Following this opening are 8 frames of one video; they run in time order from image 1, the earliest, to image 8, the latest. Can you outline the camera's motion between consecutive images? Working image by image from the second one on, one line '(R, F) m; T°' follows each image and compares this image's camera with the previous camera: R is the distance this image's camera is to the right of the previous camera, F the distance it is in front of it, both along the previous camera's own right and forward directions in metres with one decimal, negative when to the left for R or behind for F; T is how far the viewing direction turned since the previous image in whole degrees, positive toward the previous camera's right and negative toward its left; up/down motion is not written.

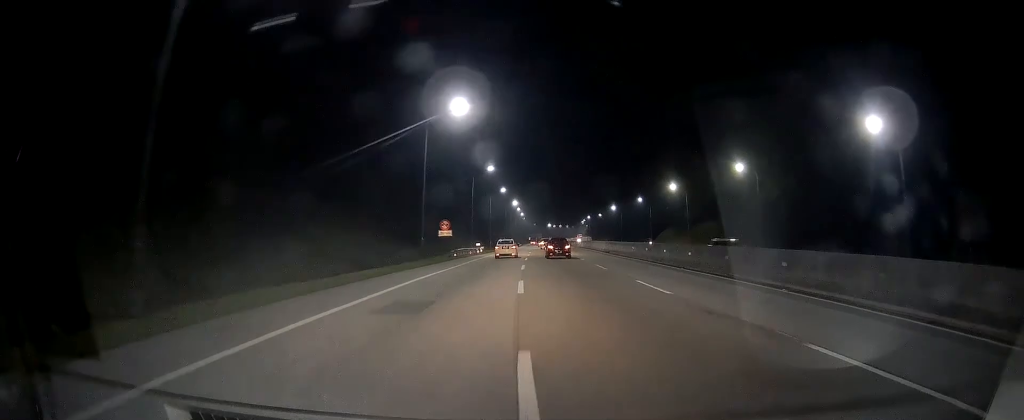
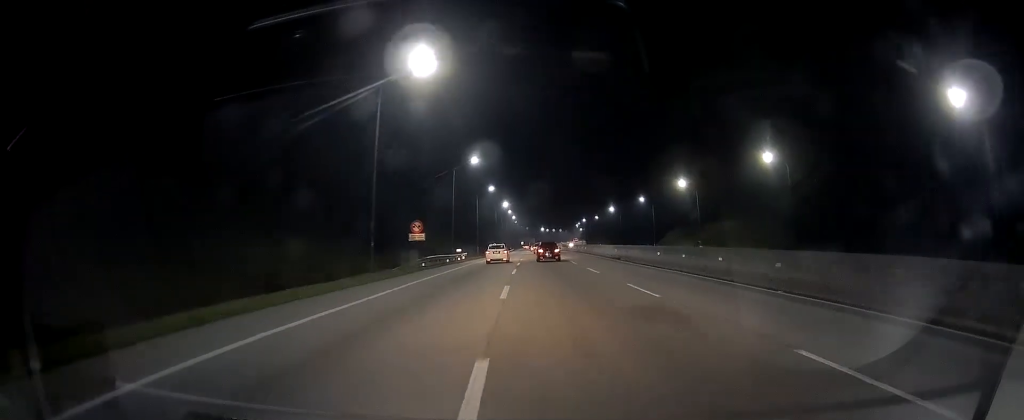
(+0.5, +12.5) m; +2°
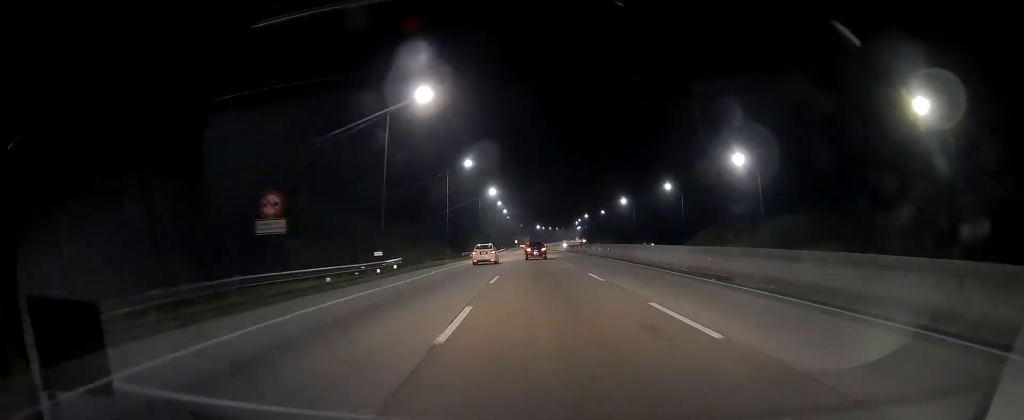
(+0.6, +30.6) m; +1°
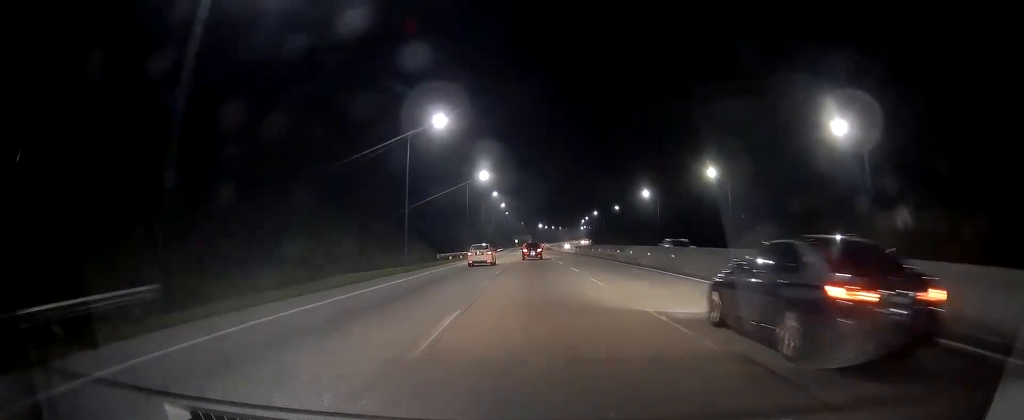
(+0.1, +24.9) m; 0°
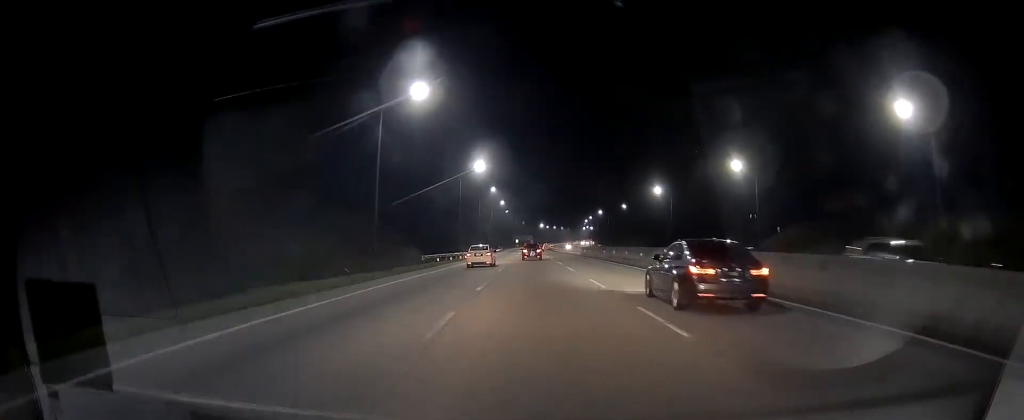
(+0.1, +9.6) m; -1°
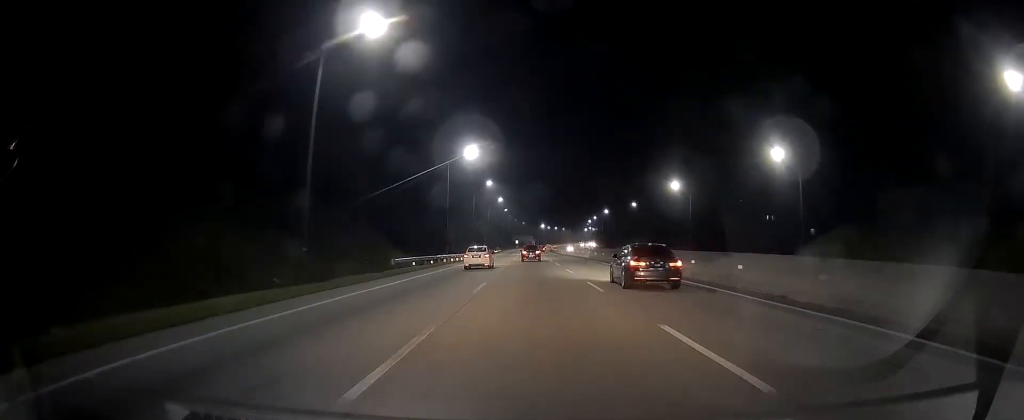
(-0.1, +12.4) m; -1°
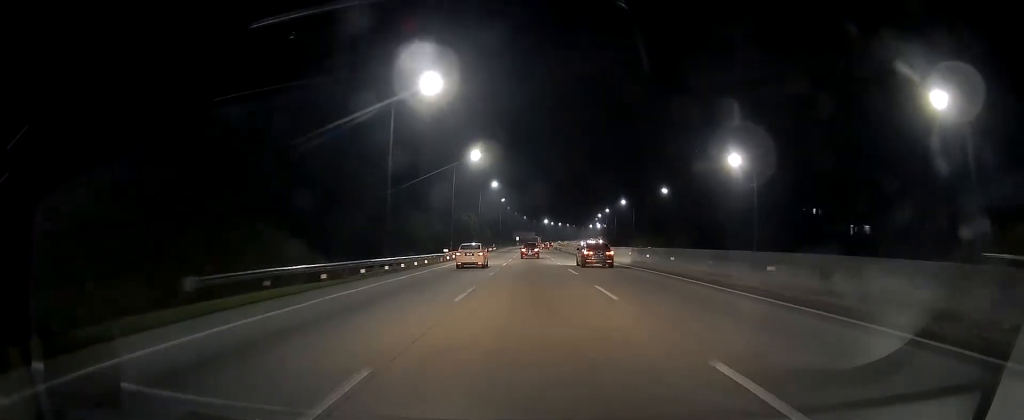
(-0.2, +27.4) m; +2°
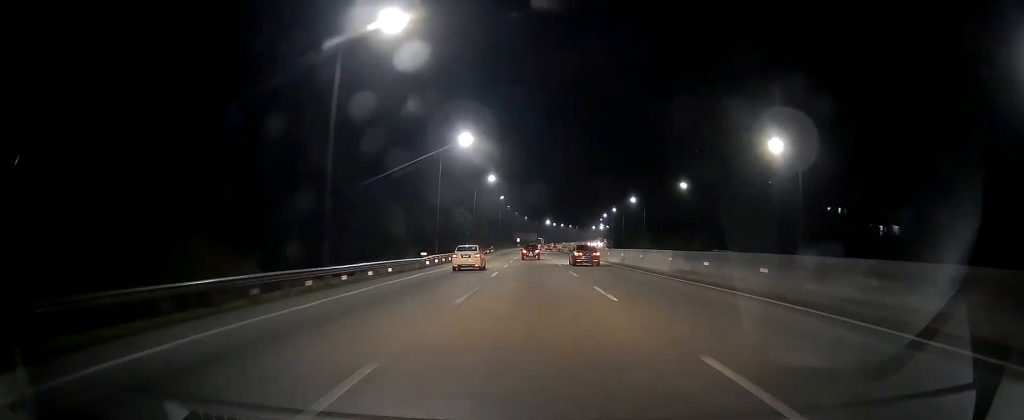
(+0.2, +11.6) m; +1°
